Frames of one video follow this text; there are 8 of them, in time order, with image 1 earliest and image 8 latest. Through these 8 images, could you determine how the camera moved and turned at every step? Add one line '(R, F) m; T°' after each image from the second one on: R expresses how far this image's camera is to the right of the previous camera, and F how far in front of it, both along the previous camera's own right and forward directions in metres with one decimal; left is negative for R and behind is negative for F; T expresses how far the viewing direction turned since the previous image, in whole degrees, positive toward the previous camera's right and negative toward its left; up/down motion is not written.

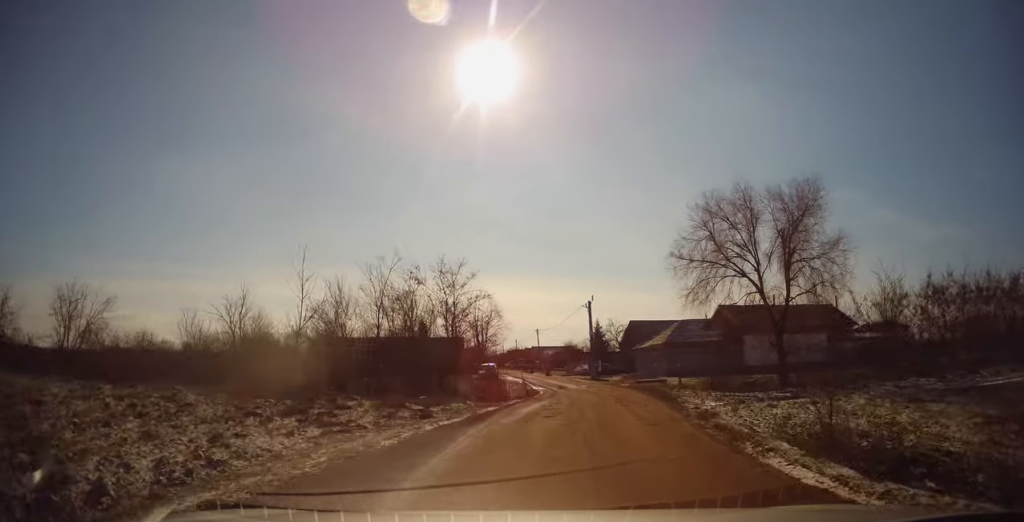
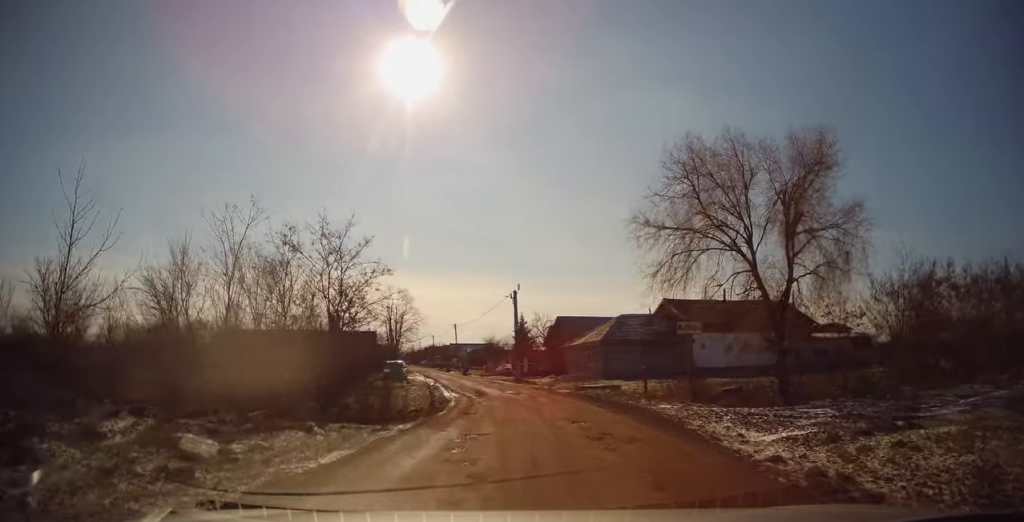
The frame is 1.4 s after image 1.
(+0.5, +7.5) m; +3°
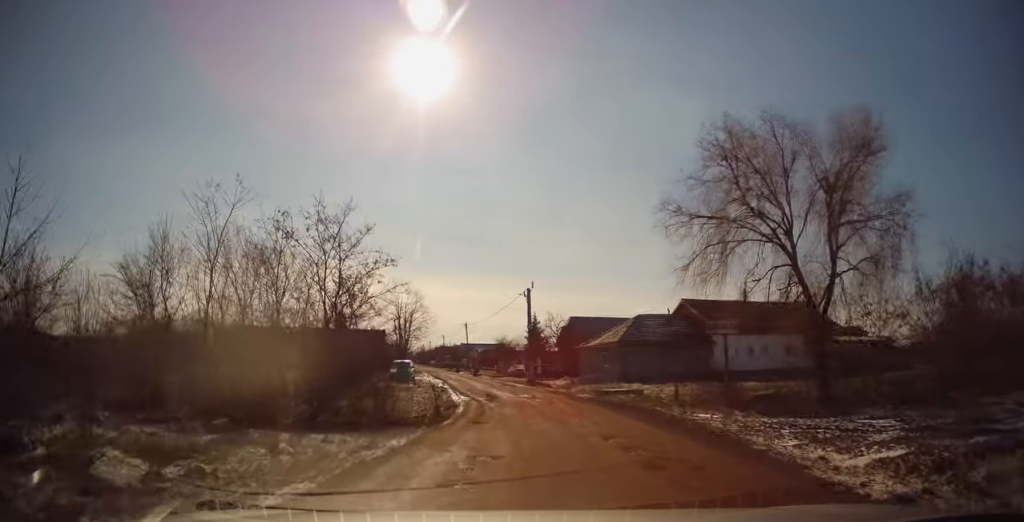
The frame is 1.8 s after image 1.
(-0.1, +2.2) m; 0°
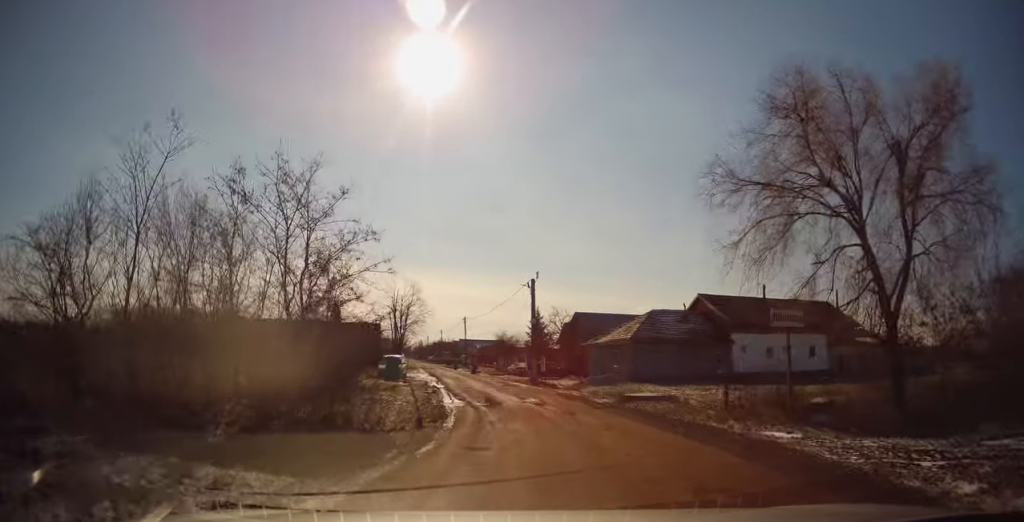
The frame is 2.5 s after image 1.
(+0.1, +4.2) m; +2°
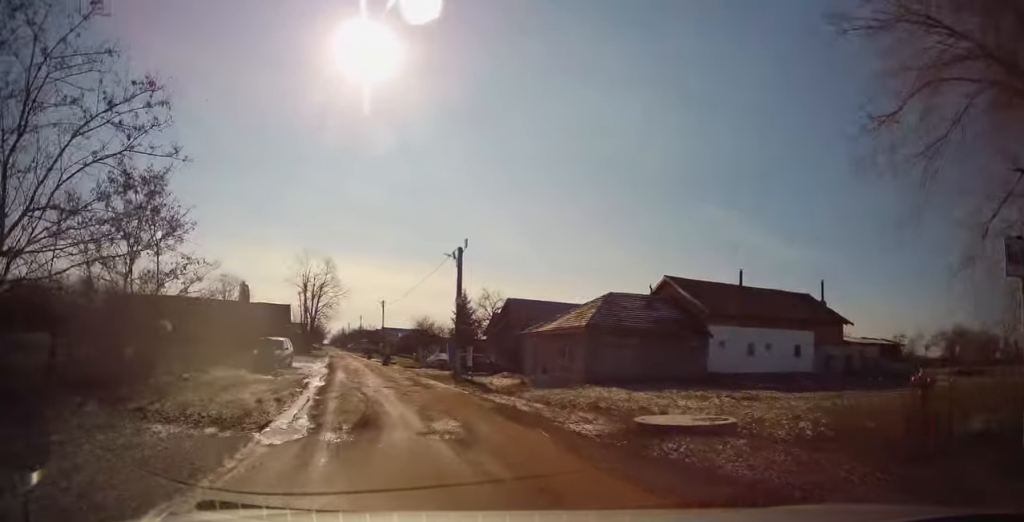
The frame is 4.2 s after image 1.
(+0.4, +9.5) m; +4°
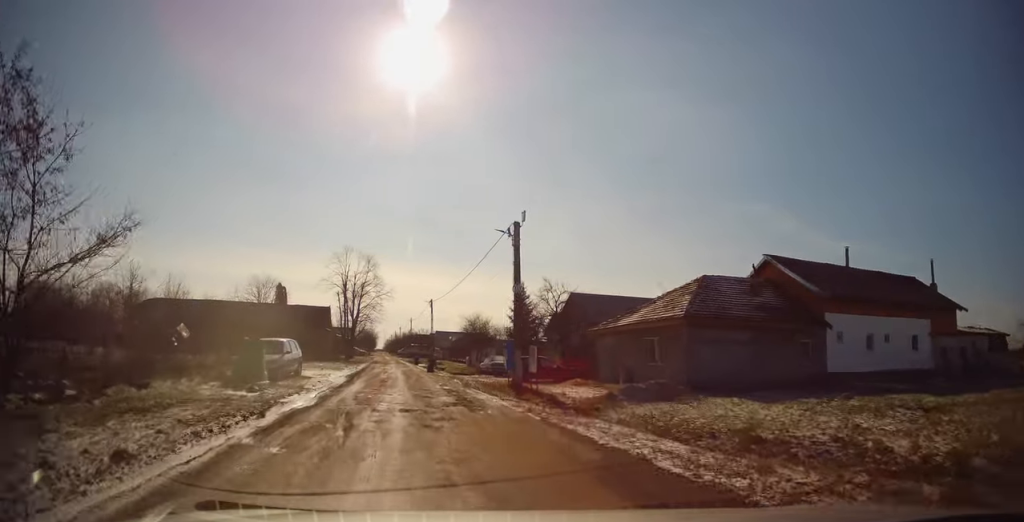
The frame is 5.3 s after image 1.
(0.0, +6.8) m; -6°
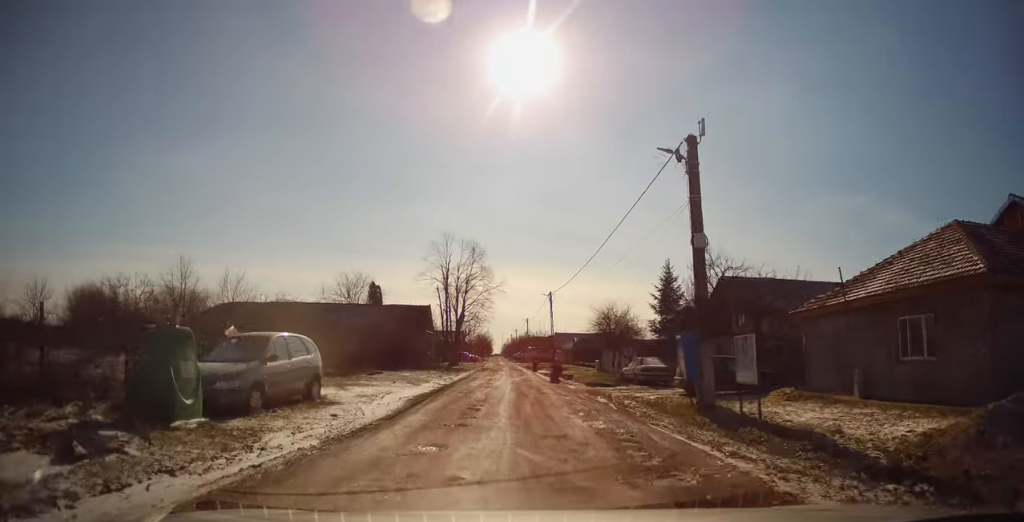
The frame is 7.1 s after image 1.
(-1.0, +10.4) m; -10°
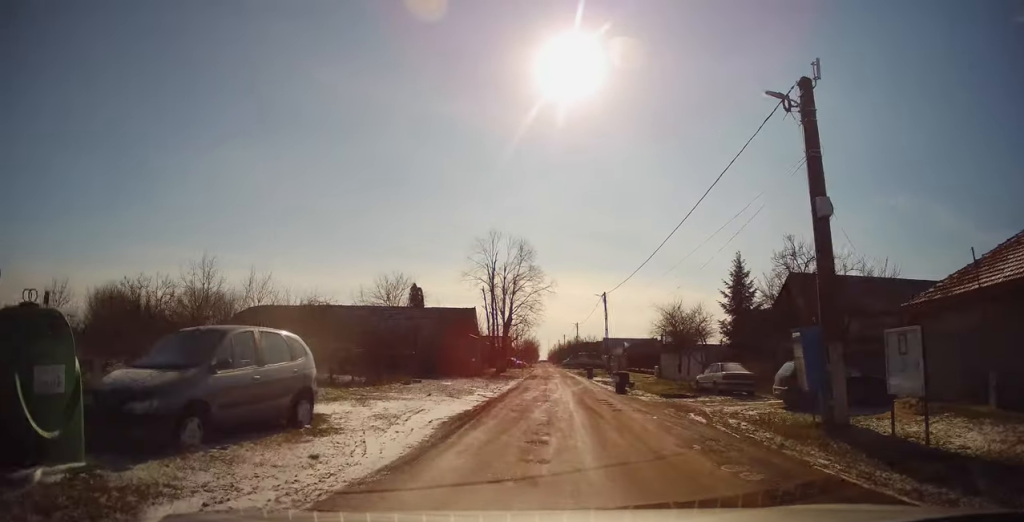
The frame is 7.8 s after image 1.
(-0.2, +4.1) m; -2°
